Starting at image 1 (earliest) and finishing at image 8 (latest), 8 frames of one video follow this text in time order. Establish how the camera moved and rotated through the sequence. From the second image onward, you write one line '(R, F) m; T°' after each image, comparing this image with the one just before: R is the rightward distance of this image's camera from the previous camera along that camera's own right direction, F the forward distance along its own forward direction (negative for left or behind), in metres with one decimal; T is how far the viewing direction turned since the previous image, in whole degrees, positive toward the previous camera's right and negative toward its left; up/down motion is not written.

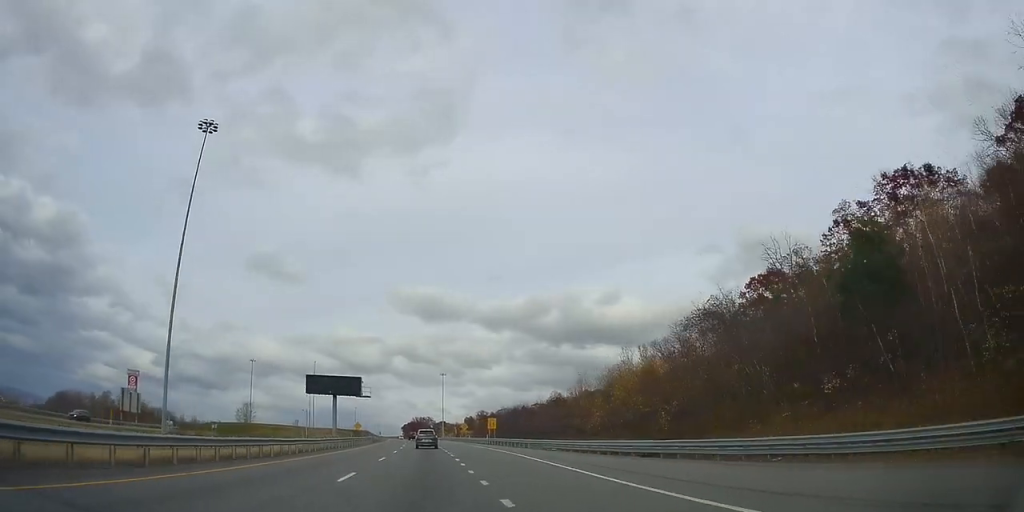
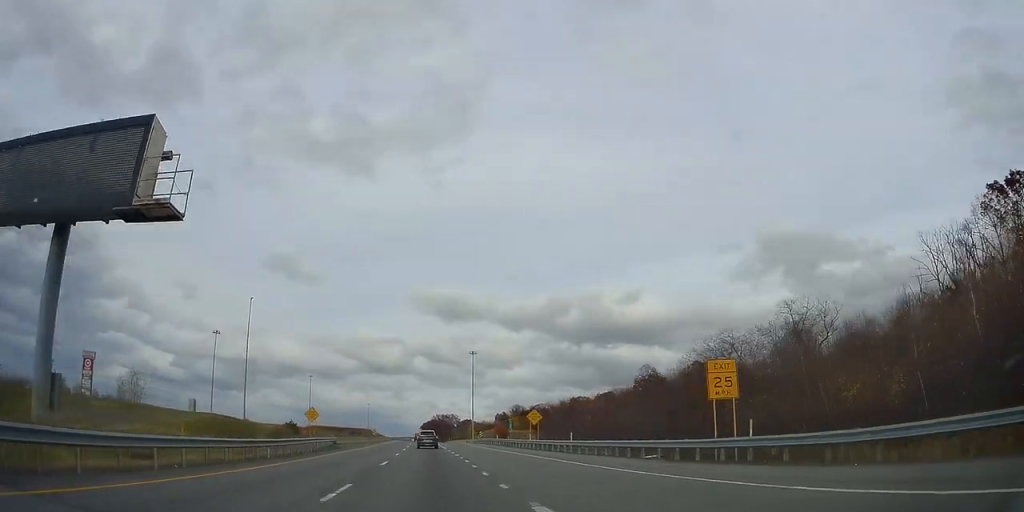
(-2.5, +65.5) m; -5°
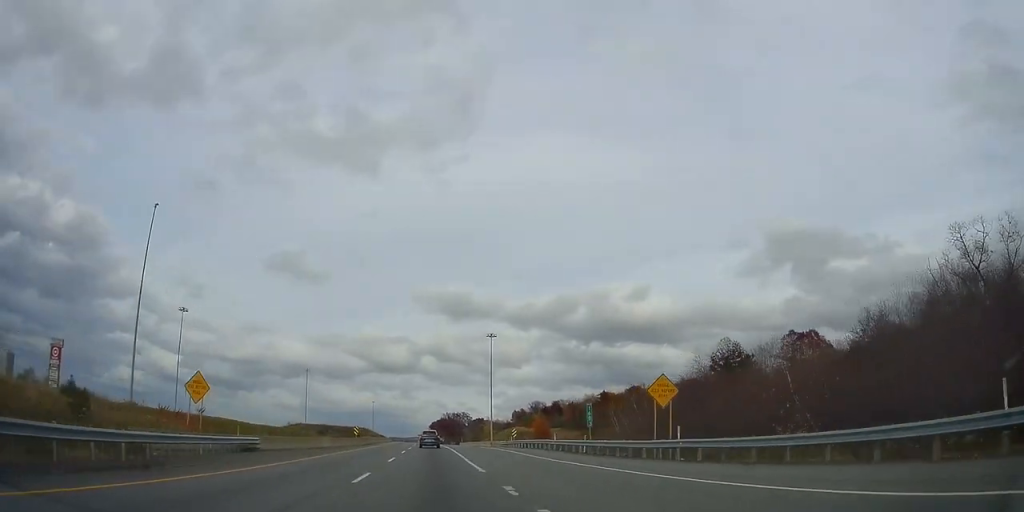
(-0.2, +32.6) m; 0°
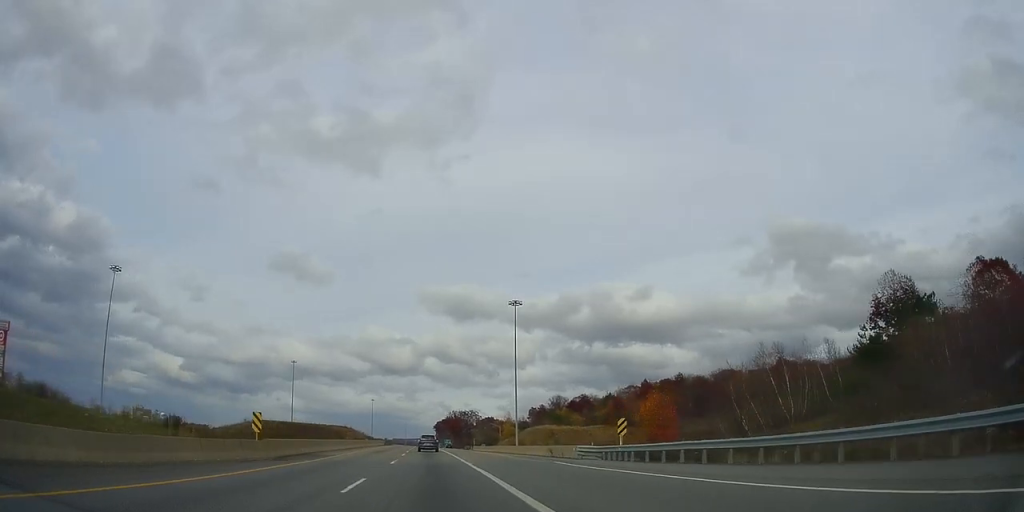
(-0.3, +39.2) m; -1°
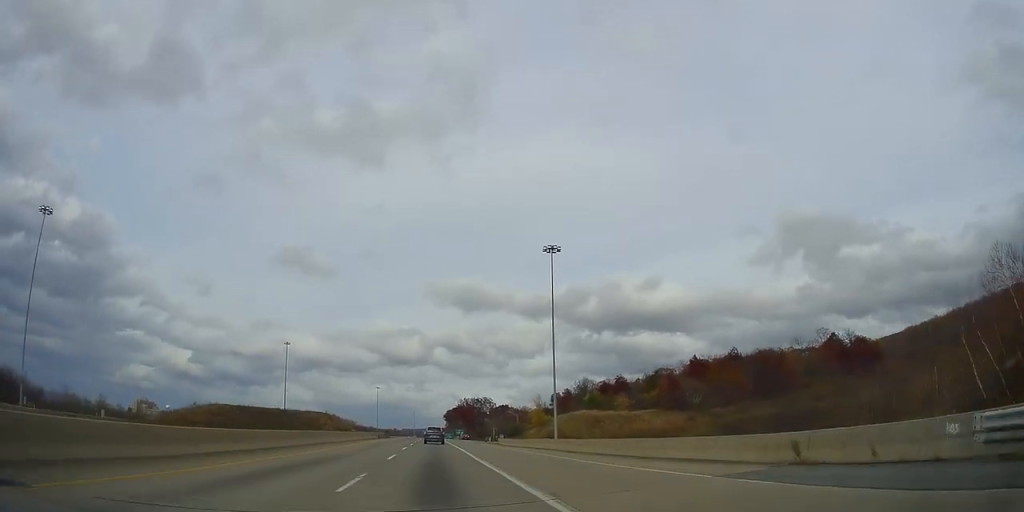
(-0.1, +29.1) m; 0°
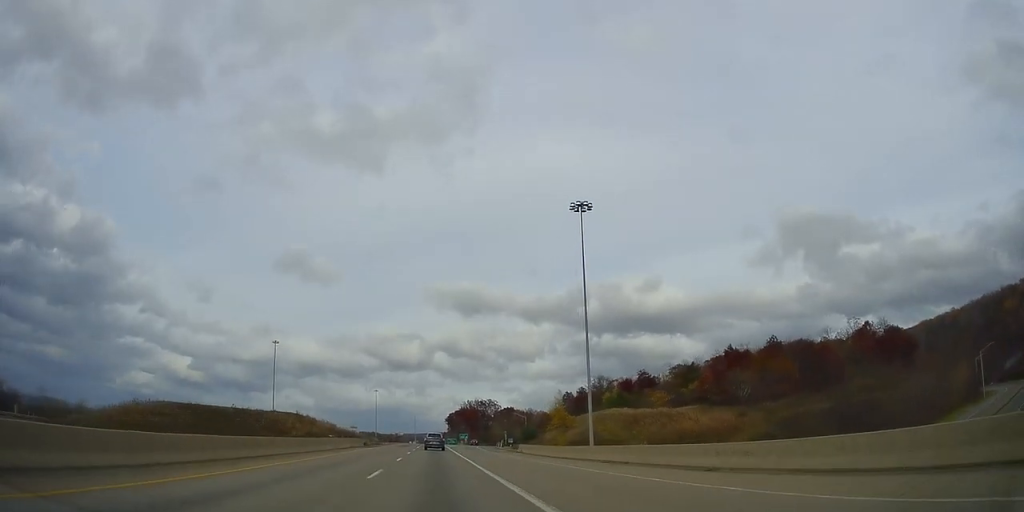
(+0.2, +19.1) m; 0°
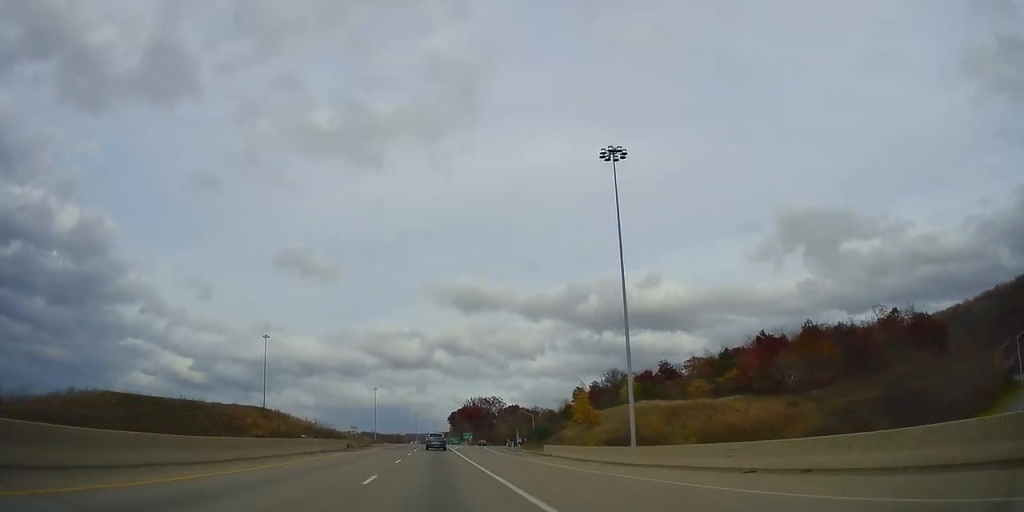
(-0.2, +14.0) m; -1°
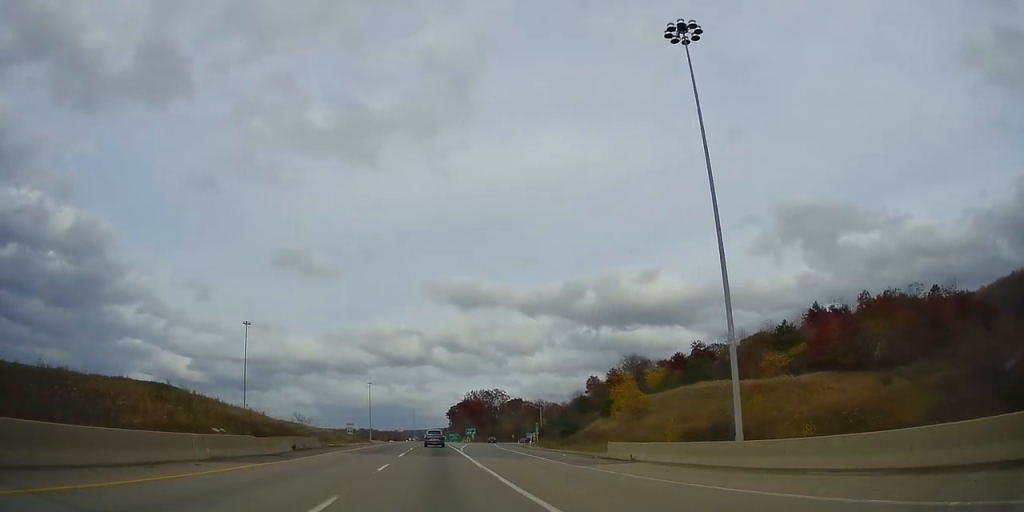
(-0.2, +20.1) m; -1°
